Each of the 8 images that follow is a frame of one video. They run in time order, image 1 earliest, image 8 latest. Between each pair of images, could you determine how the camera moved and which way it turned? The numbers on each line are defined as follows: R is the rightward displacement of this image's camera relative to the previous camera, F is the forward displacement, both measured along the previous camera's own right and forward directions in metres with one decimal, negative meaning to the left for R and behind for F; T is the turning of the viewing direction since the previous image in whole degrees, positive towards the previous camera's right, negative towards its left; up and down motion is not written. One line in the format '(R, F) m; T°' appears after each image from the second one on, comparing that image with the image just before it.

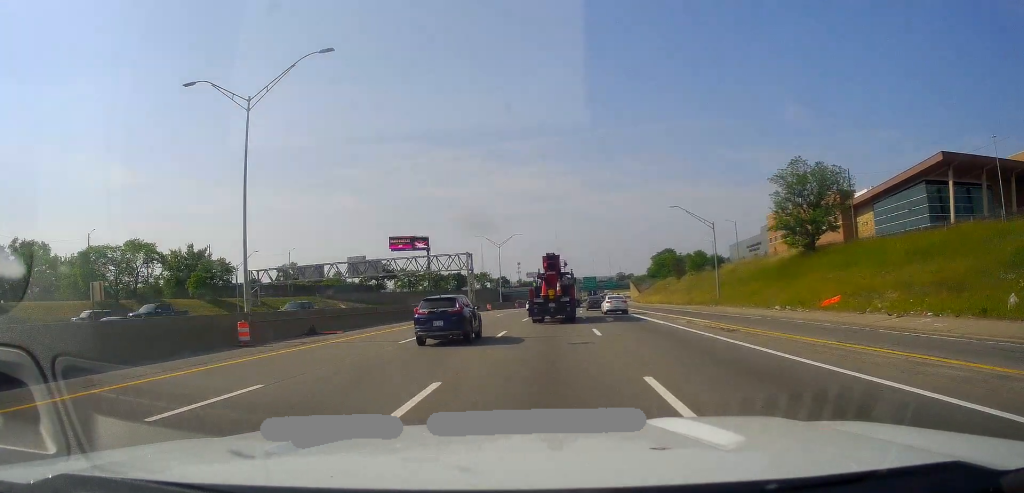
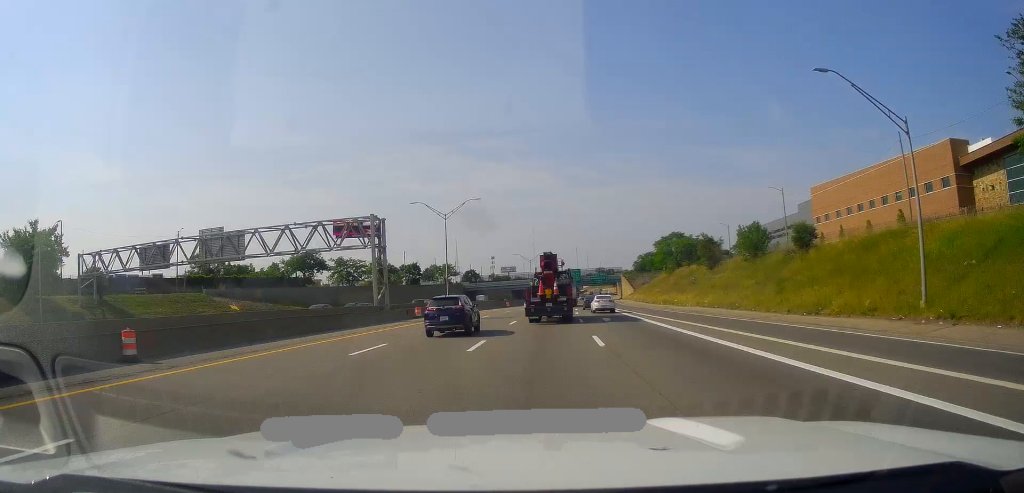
(+0.8, +35.7) m; +4°
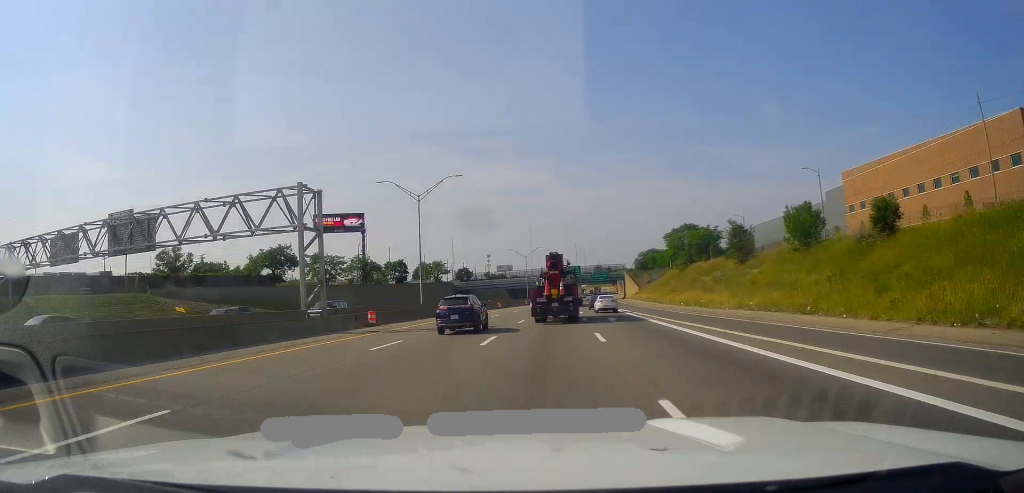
(+0.3, +13.5) m; +1°
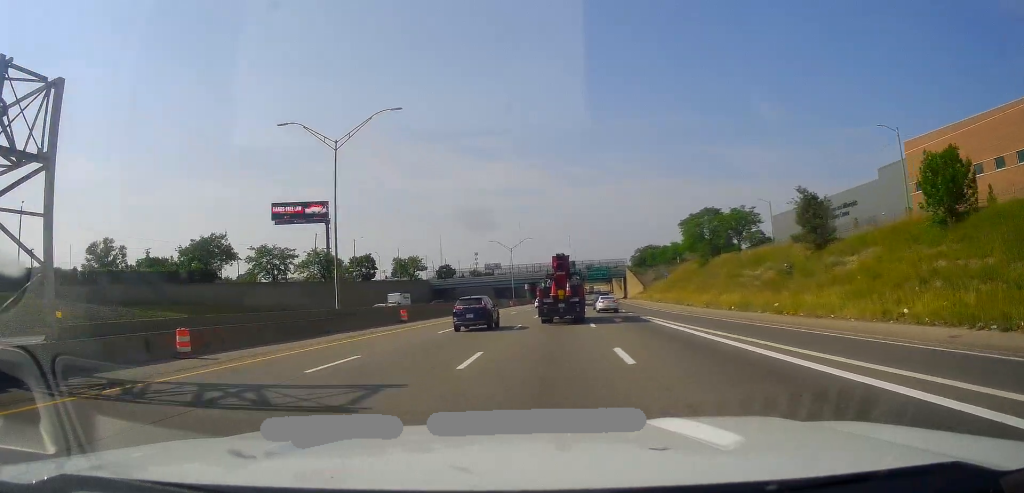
(+0.4, +21.3) m; +1°
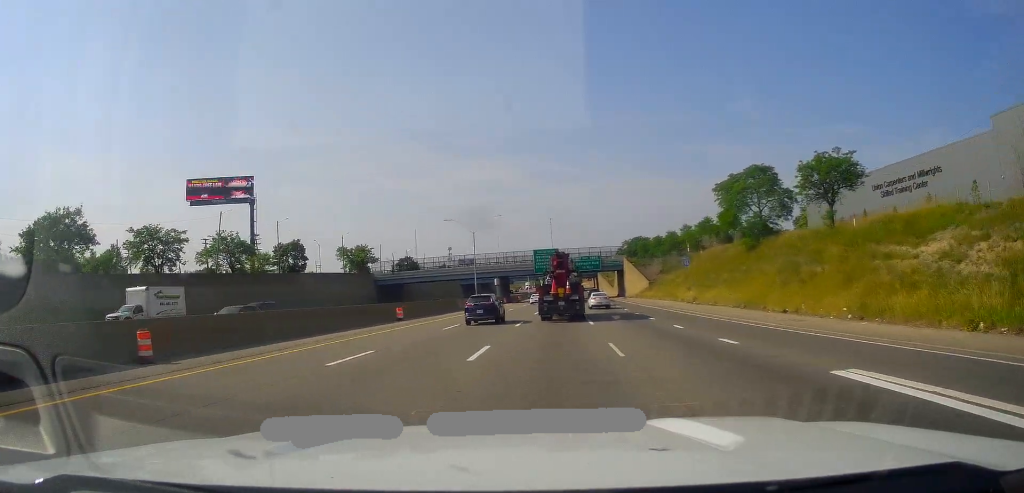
(-0.2, +29.9) m; +1°
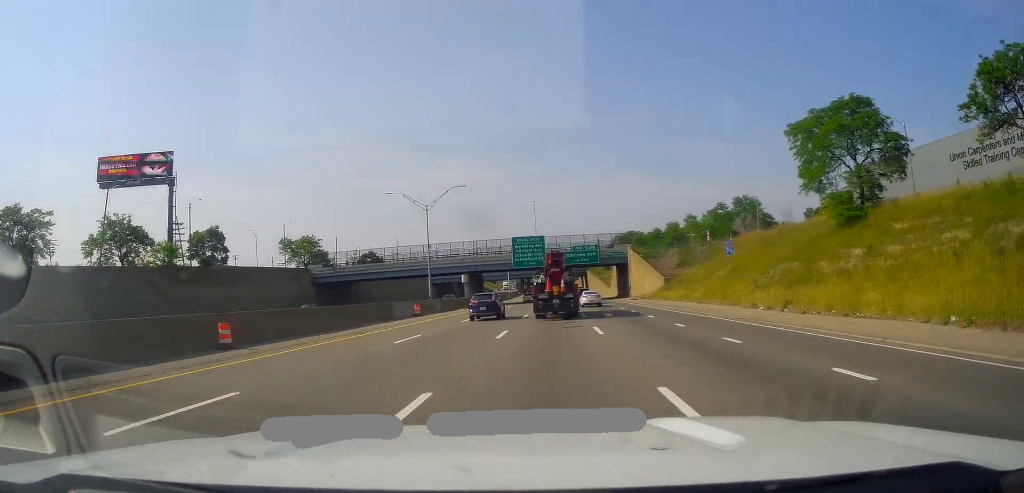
(+0.4, +24.1) m; +3°
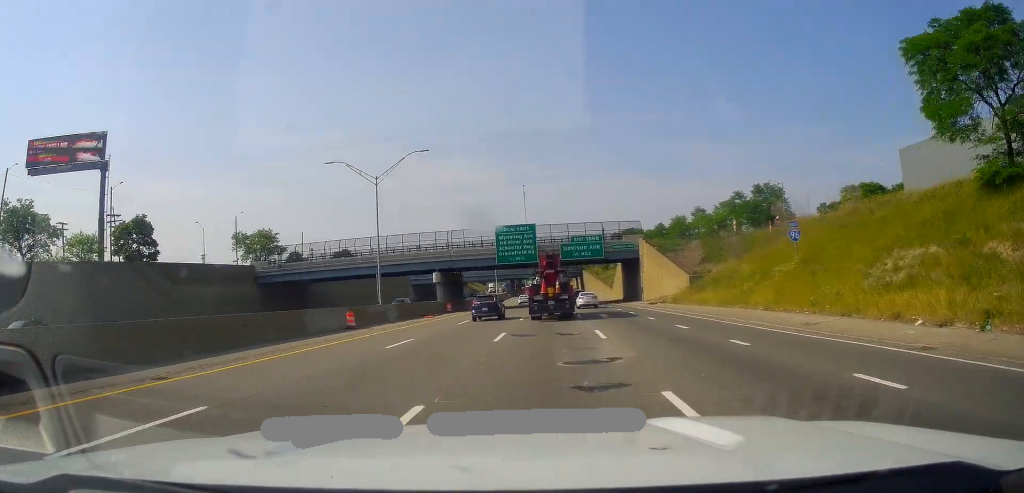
(+0.5, +16.4) m; 0°
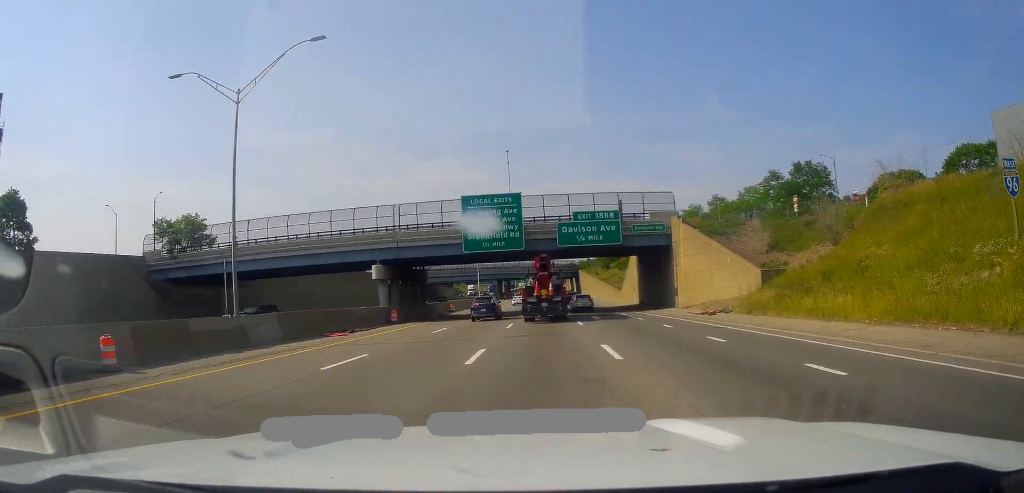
(+0.2, +21.2) m; 0°
